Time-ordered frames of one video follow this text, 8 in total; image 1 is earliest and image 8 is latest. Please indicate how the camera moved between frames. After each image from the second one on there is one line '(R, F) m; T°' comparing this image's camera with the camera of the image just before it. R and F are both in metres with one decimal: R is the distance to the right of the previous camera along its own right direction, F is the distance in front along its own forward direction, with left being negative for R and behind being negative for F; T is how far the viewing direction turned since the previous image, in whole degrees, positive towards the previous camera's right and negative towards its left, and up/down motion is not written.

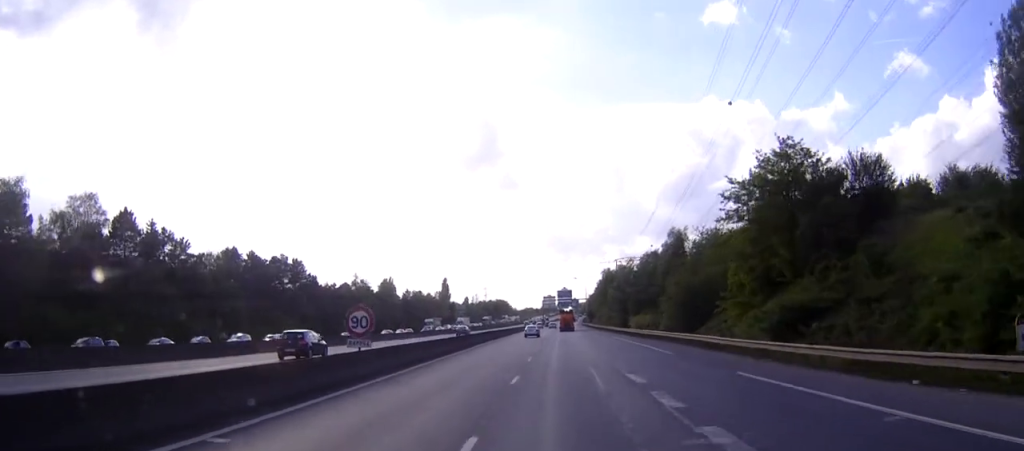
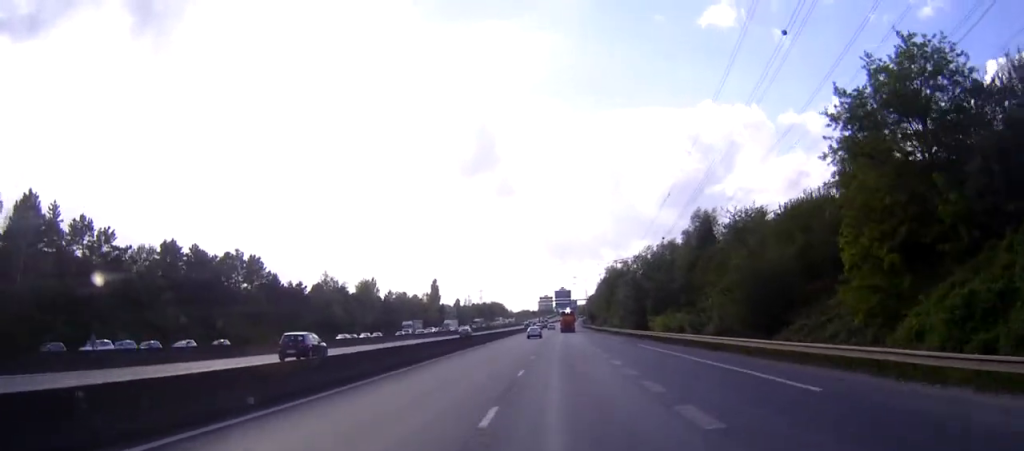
(0.0, +22.2) m; 0°
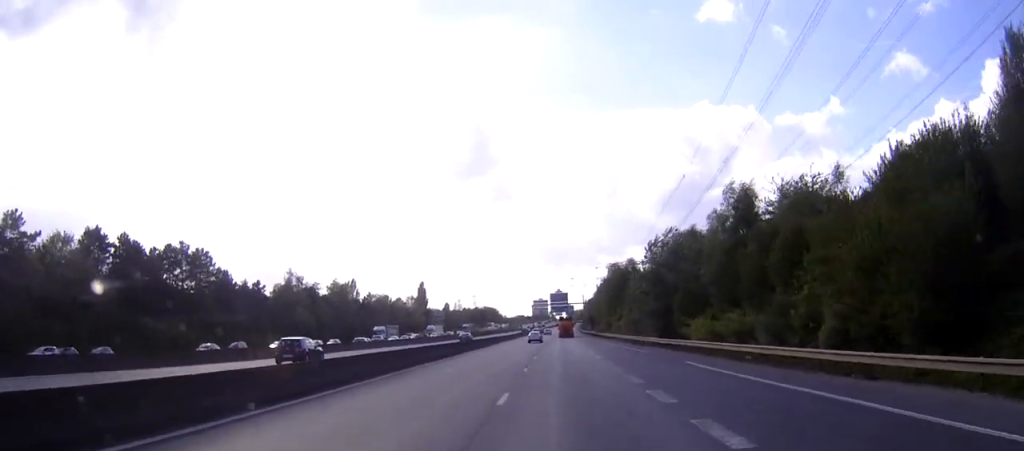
(0.0, +20.5) m; 0°
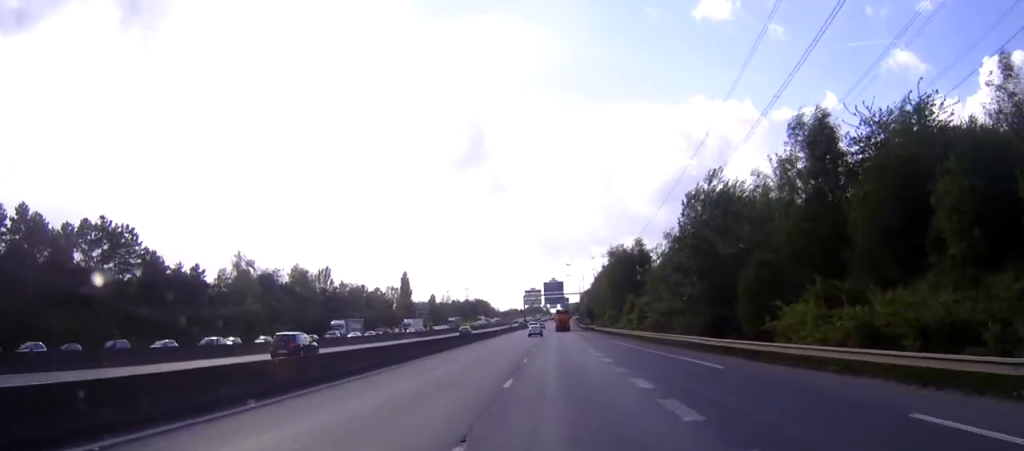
(+0.1, +22.2) m; 0°
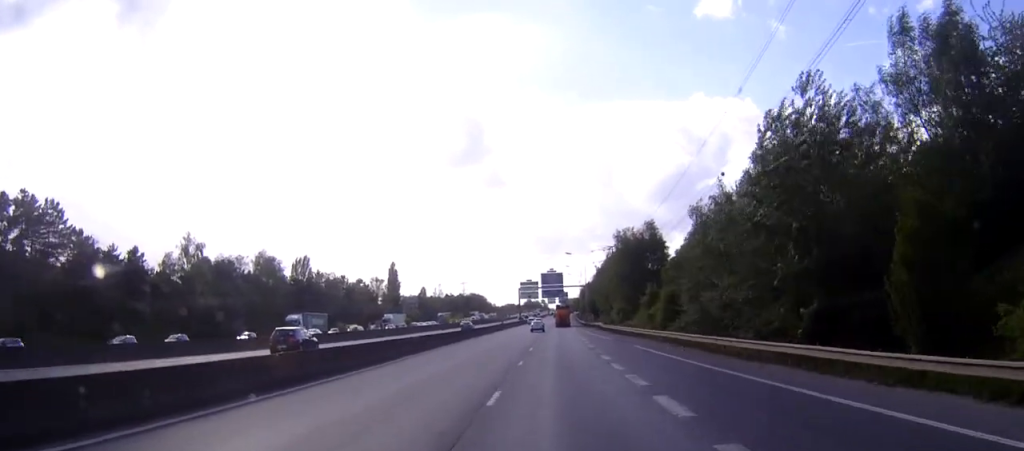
(+0.1, +18.2) m; 0°
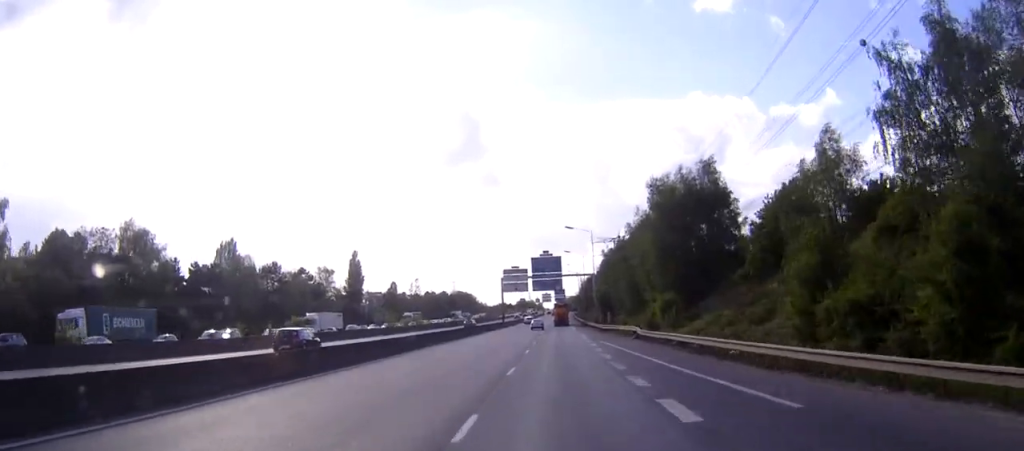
(+0.1, +44.6) m; 0°
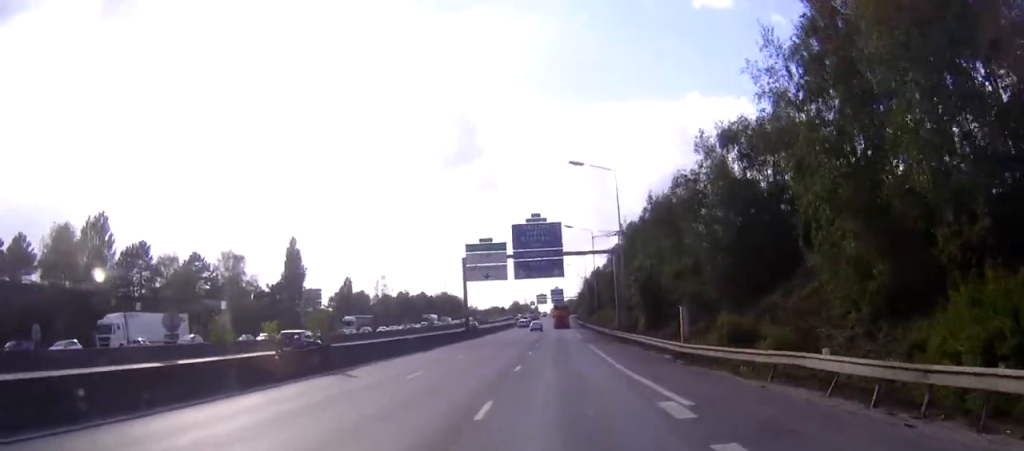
(-0.1, +48.9) m; 0°
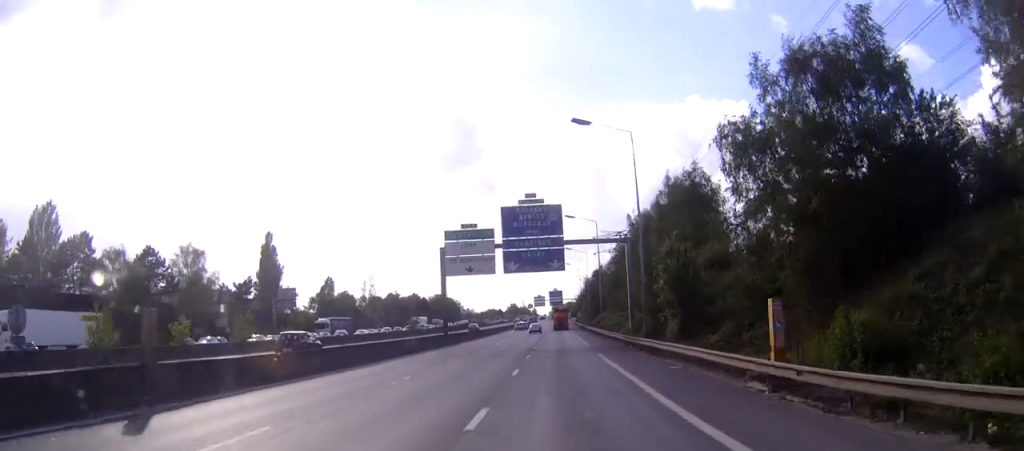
(0.0, +14.1) m; 0°
